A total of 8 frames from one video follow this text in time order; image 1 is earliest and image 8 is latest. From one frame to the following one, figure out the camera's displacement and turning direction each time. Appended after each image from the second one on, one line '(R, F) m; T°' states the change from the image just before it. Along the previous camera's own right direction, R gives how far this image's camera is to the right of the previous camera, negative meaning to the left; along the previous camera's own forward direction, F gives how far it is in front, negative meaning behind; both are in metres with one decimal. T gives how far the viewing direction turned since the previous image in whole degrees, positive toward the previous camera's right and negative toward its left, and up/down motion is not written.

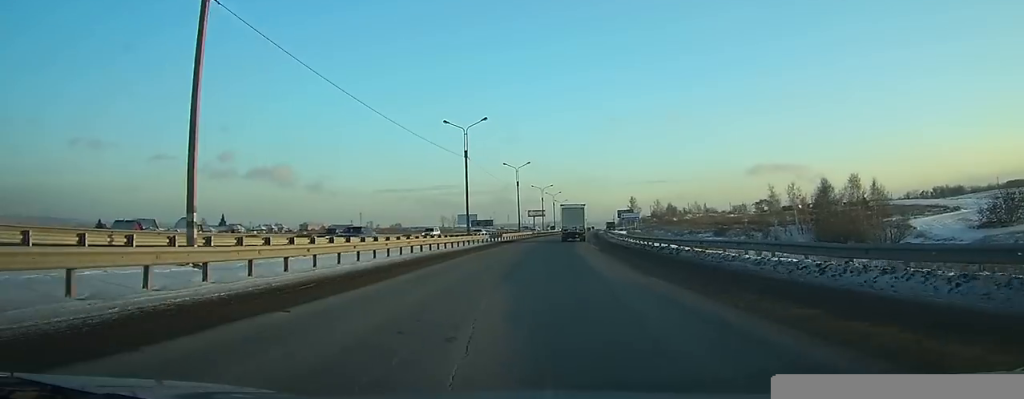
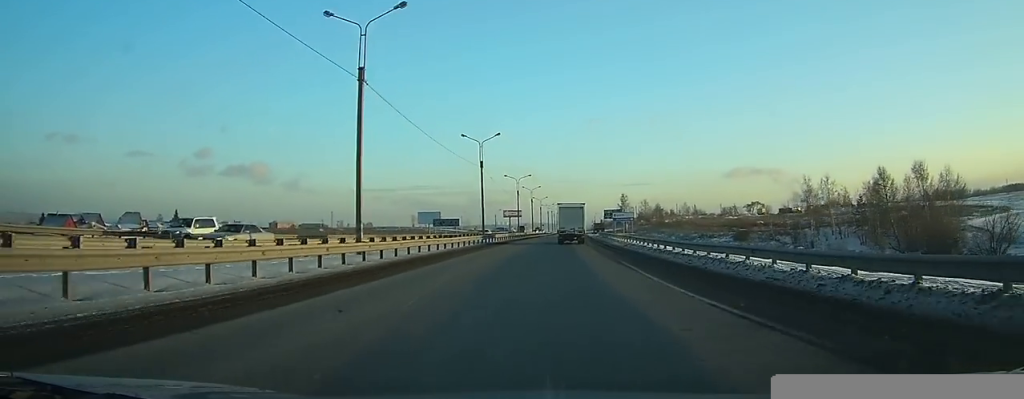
(+0.2, +28.3) m; +1°
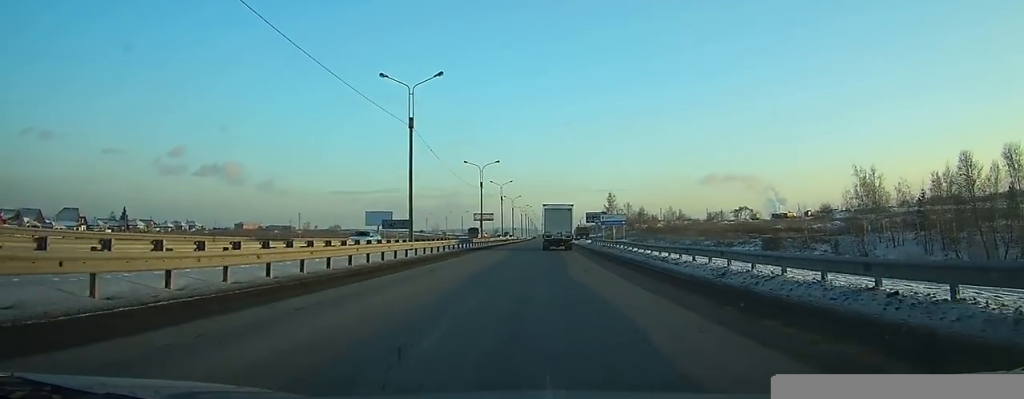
(+0.4, +25.6) m; +2°
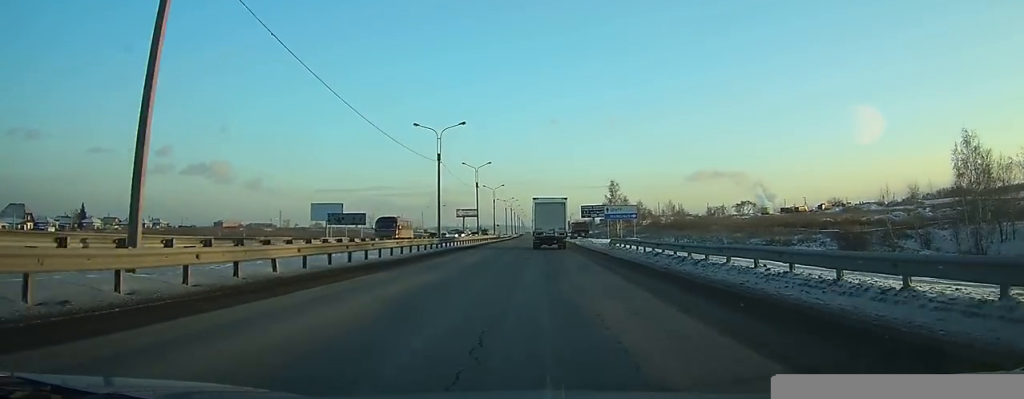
(+0.5, +25.5) m; +2°
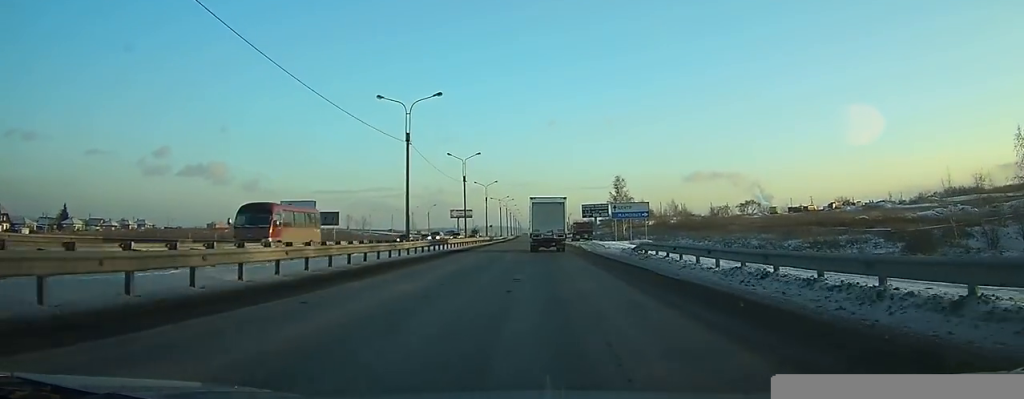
(+0.1, +11.8) m; +1°
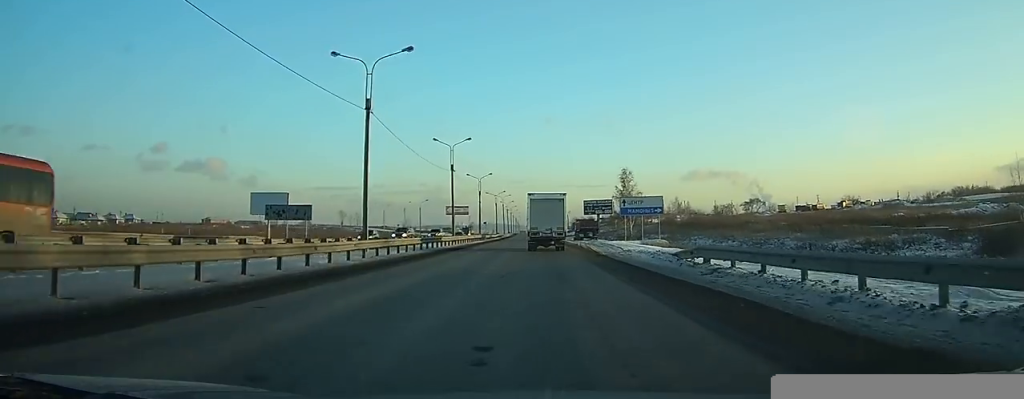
(0.0, +9.8) m; 0°
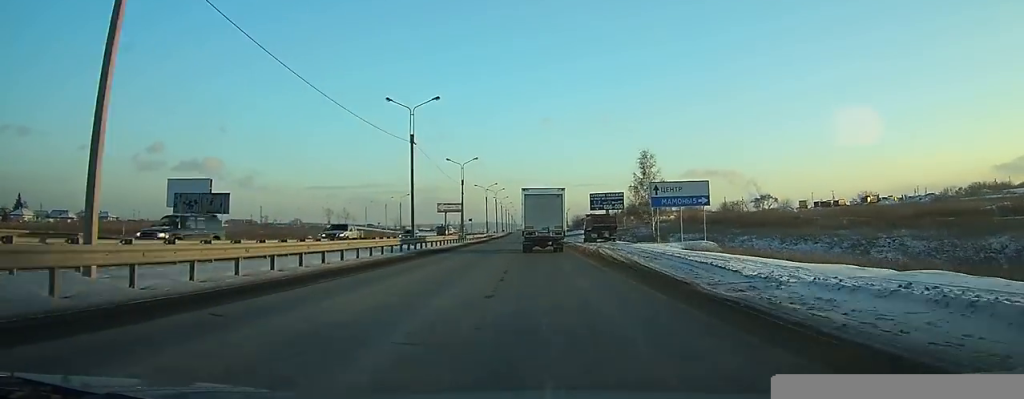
(+0.1, +20.1) m; +1°
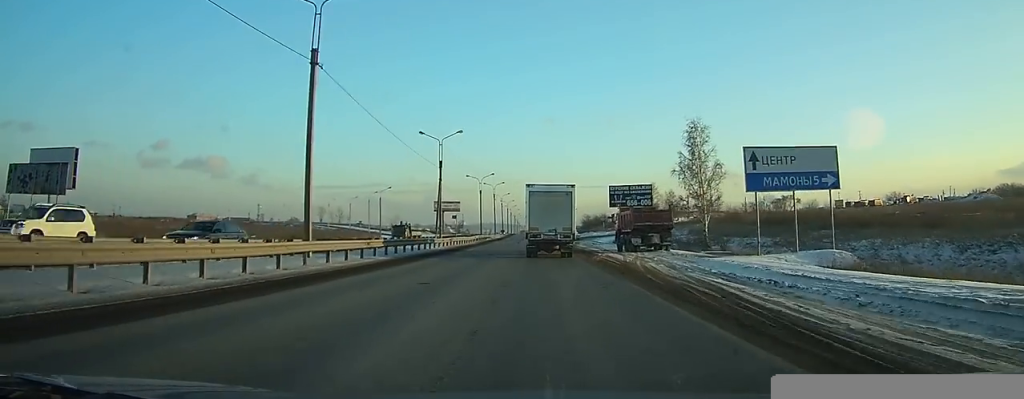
(+0.1, +21.8) m; 0°
